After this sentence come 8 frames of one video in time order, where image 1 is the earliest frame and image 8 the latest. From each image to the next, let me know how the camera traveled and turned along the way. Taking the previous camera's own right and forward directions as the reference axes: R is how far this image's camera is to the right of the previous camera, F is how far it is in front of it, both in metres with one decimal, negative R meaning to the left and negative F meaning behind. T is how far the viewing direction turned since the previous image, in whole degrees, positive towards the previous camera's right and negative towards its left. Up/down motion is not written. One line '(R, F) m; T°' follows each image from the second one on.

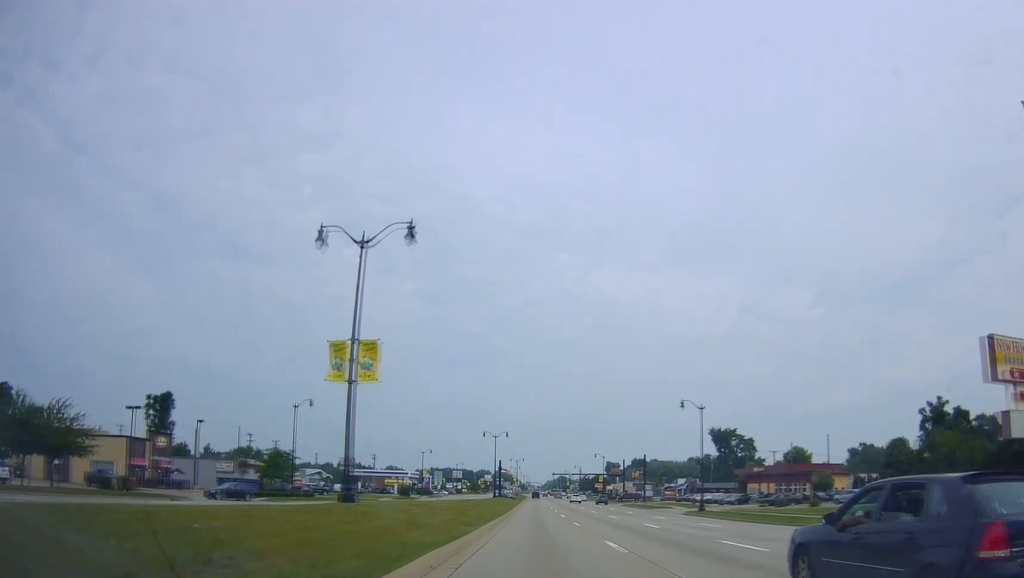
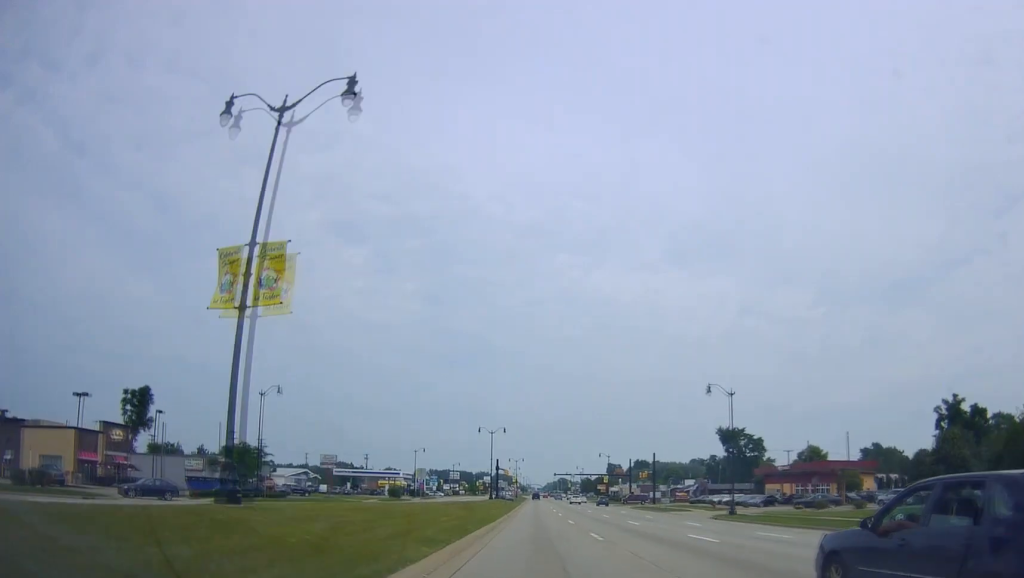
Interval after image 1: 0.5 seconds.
(-0.3, +9.7) m; 0°
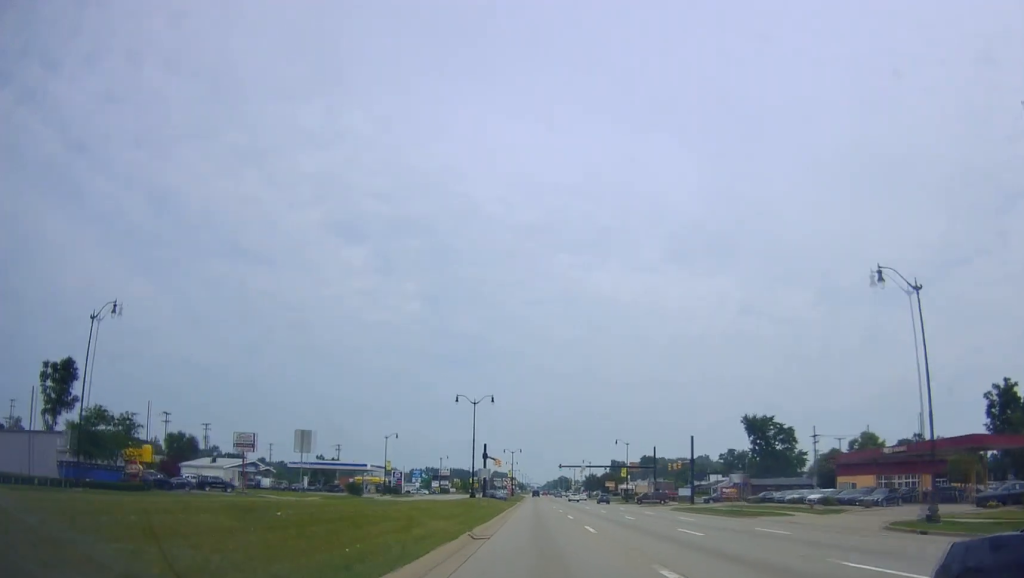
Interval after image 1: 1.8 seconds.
(+0.3, +28.6) m; +1°
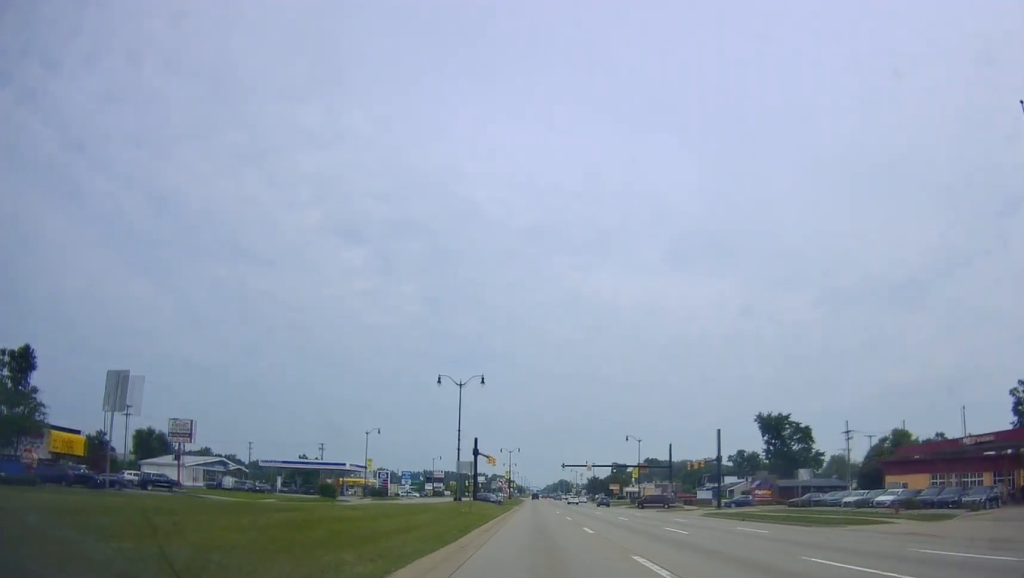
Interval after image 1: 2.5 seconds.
(-0.1, +13.3) m; 0°
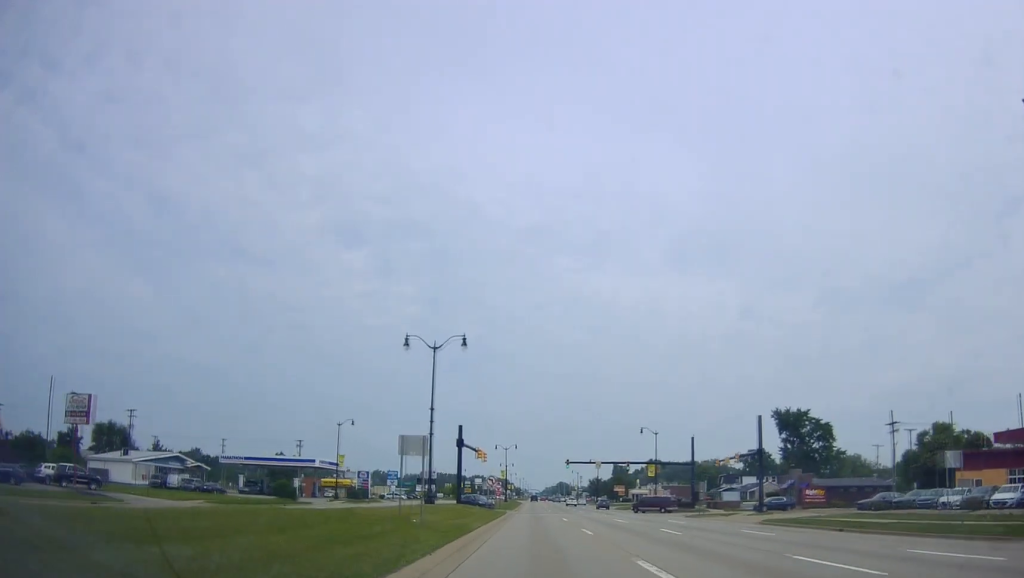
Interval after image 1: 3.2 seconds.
(-0.2, +14.7) m; 0°
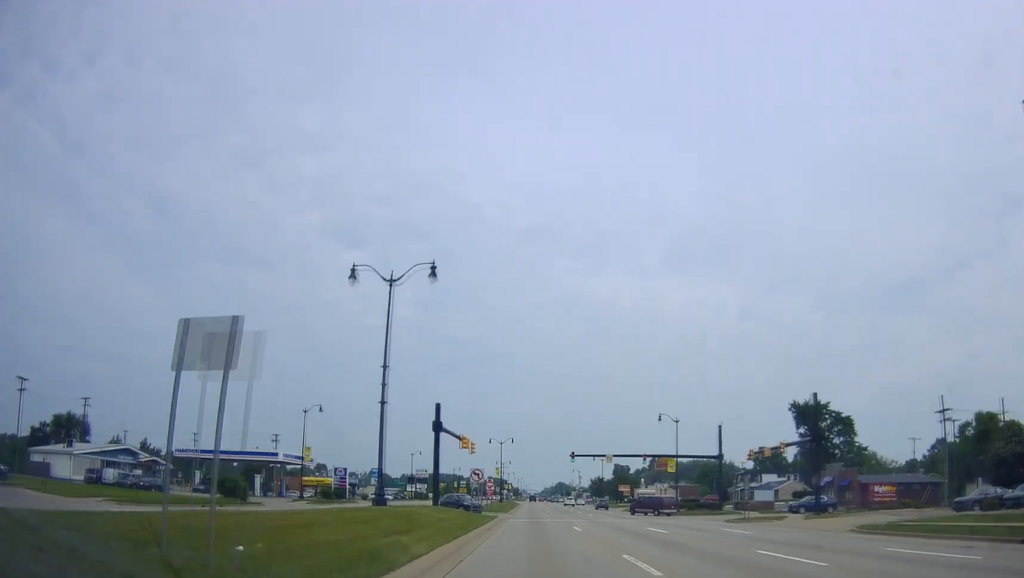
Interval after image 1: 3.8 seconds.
(+0.3, +13.3) m; -1°
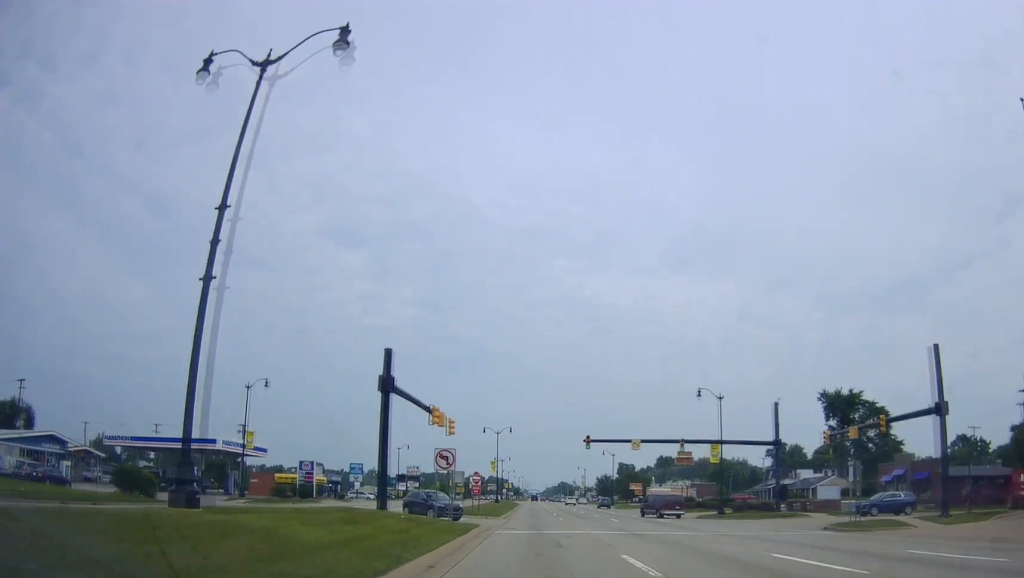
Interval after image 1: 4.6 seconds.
(-0.4, +16.8) m; 0°
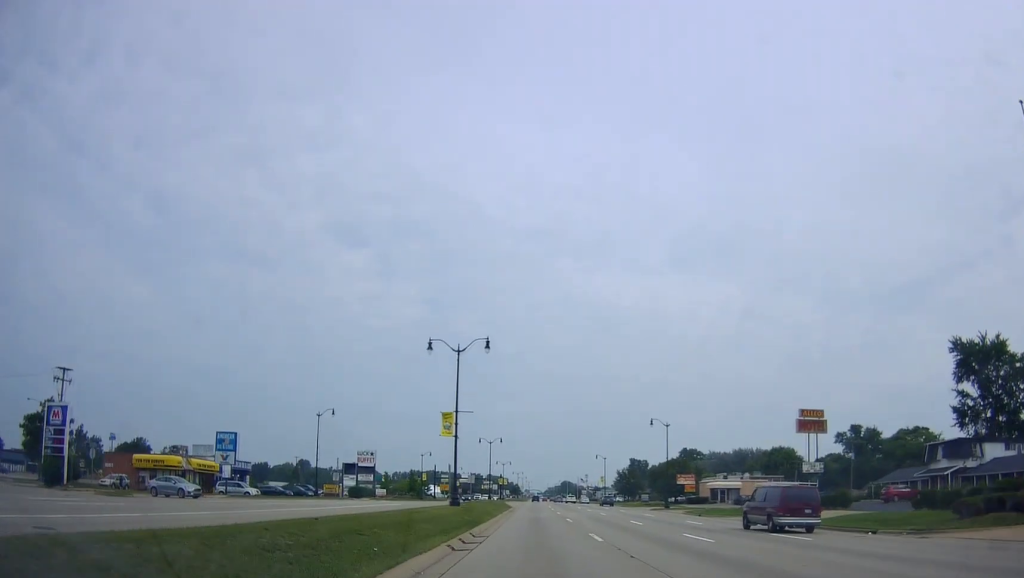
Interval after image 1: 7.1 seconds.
(+1.3, +51.5) m; +1°
